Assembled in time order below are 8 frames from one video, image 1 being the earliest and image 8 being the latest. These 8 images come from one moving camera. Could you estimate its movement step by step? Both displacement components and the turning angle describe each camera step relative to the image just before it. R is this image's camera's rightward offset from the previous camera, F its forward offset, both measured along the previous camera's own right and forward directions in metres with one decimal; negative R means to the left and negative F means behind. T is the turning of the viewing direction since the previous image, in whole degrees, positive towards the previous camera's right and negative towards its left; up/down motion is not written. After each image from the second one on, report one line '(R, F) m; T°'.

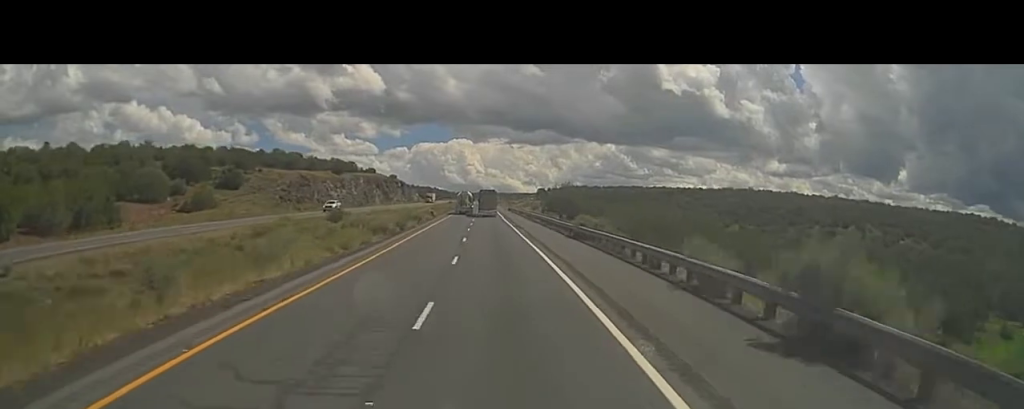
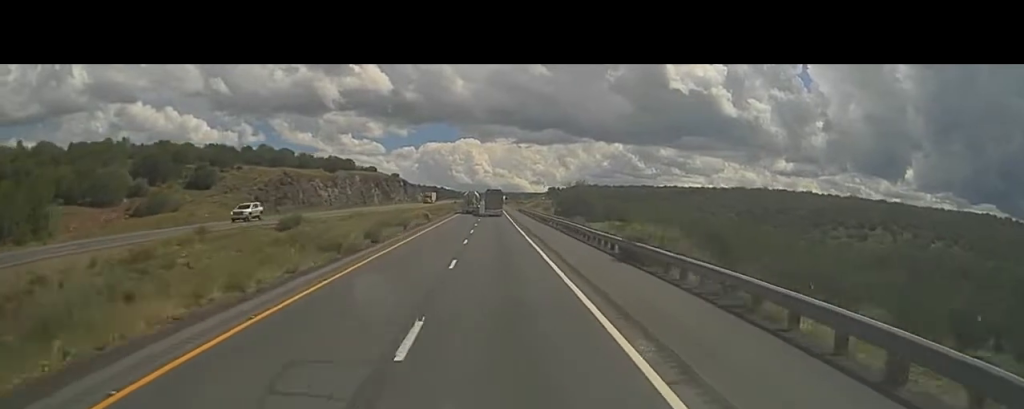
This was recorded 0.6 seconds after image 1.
(+0.1, +14.8) m; -1°
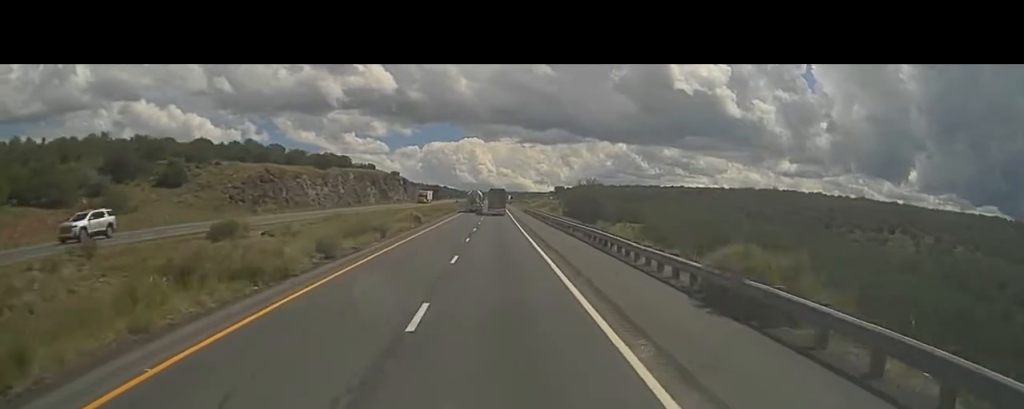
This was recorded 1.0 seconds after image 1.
(-0.3, +10.7) m; -1°
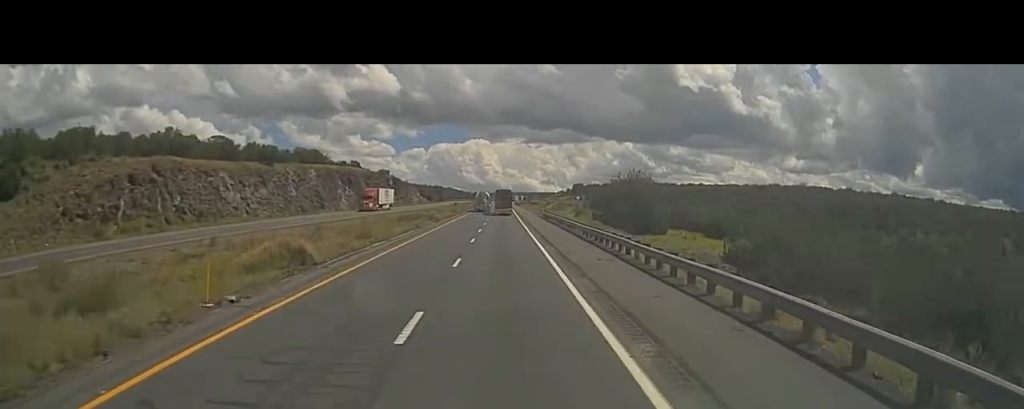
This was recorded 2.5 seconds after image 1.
(-0.6, +36.9) m; +1°
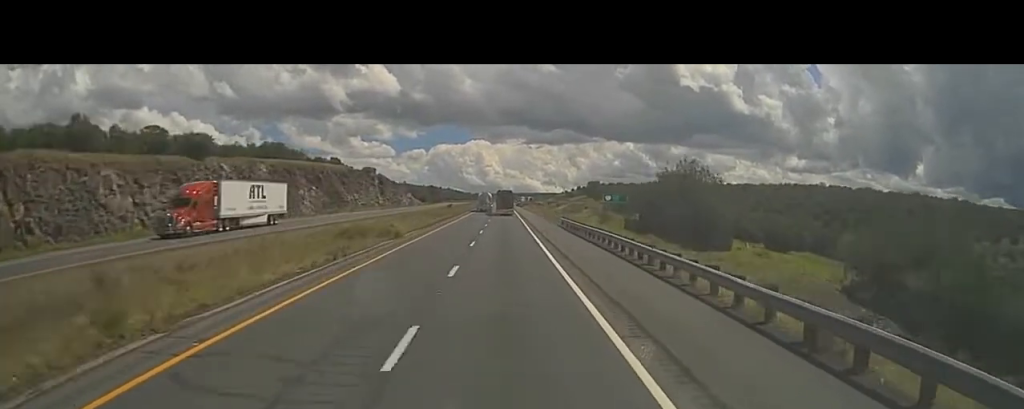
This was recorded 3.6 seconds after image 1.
(+0.7, +27.0) m; 0°
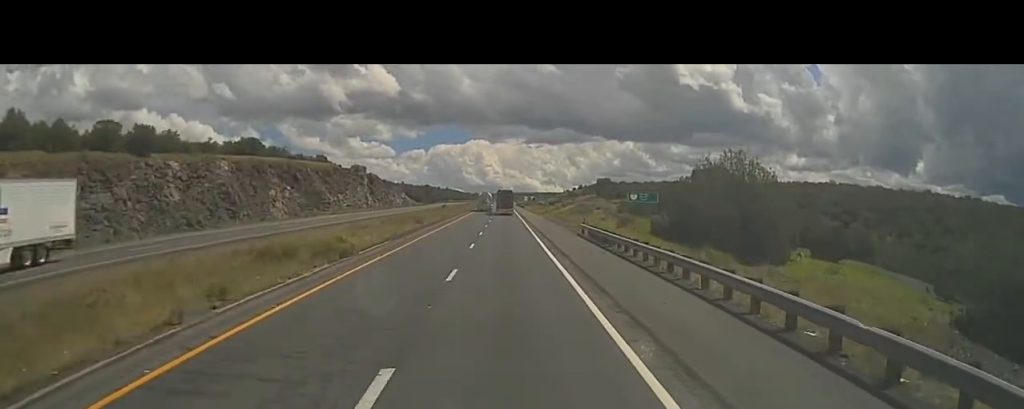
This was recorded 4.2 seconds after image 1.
(-0.4, +14.6) m; -1°
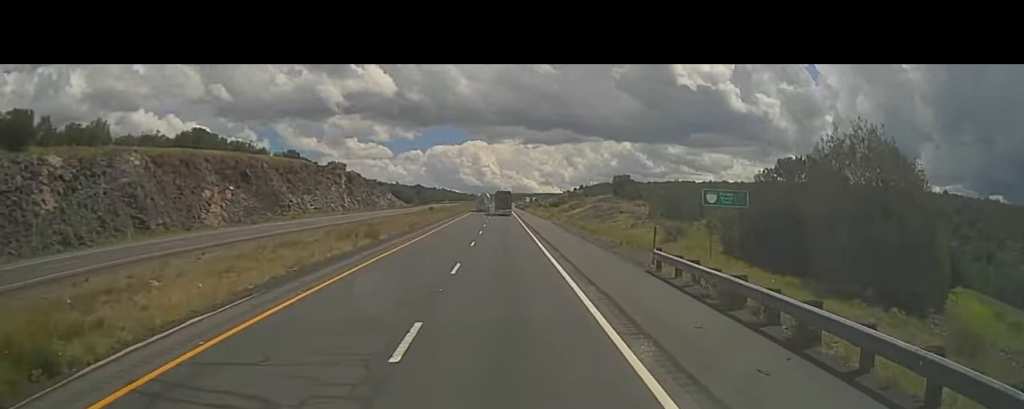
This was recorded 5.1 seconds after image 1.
(-0.3, +21.8) m; 0°
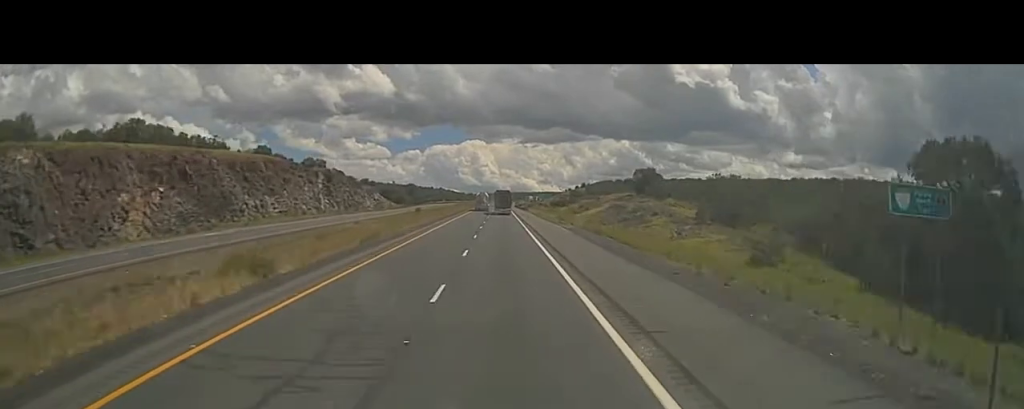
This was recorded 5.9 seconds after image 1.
(+0.1, +17.7) m; +1°
